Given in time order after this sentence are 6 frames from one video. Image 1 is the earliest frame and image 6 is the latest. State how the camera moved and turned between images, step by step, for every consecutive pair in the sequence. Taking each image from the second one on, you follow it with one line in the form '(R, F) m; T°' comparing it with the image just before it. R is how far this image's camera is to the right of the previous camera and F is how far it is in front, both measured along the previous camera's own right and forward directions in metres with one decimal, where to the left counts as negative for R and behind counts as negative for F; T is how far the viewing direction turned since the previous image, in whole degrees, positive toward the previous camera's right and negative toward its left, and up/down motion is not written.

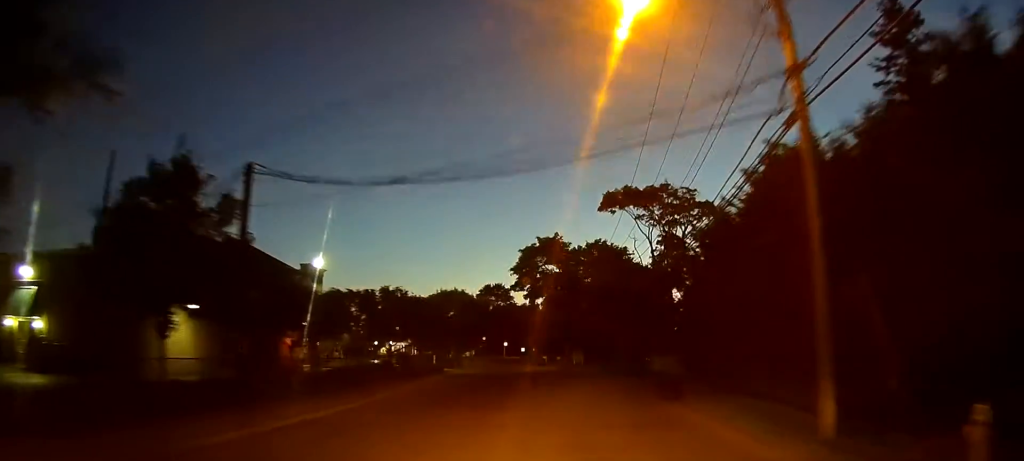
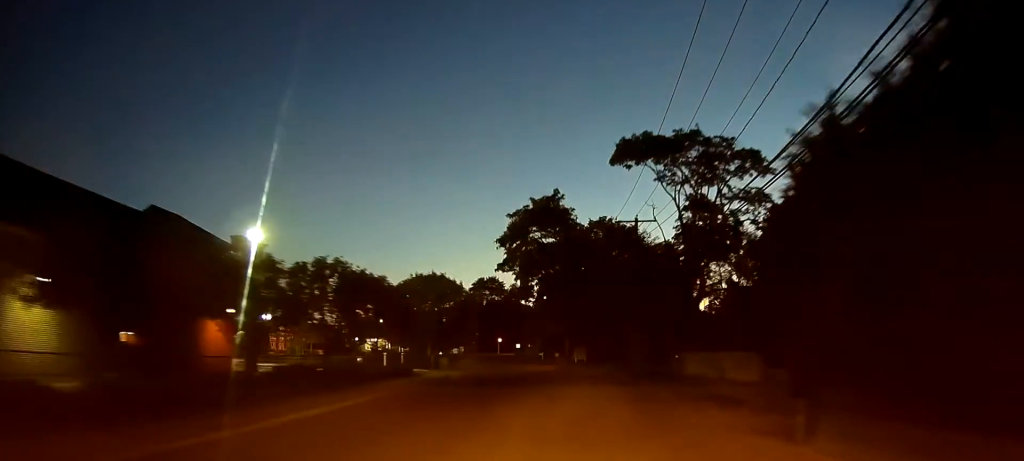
(+0.1, +11.8) m; 0°
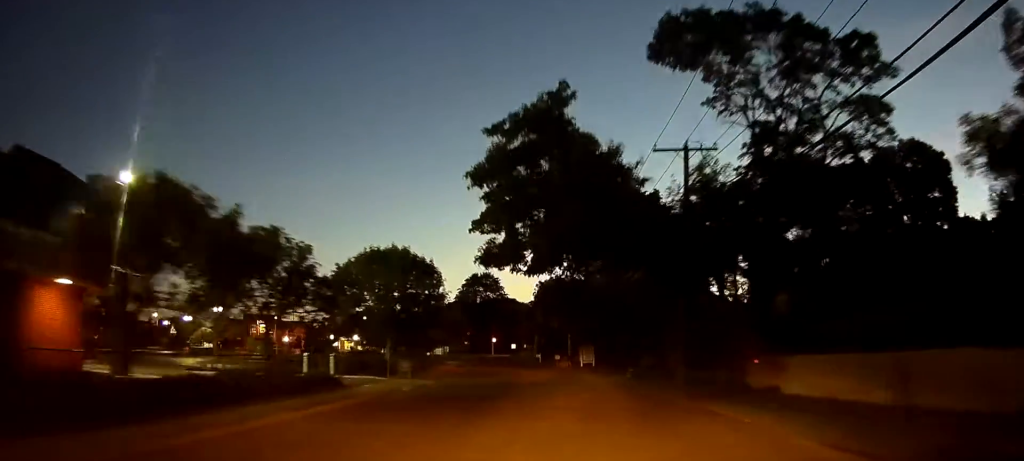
(0.0, +14.9) m; -1°
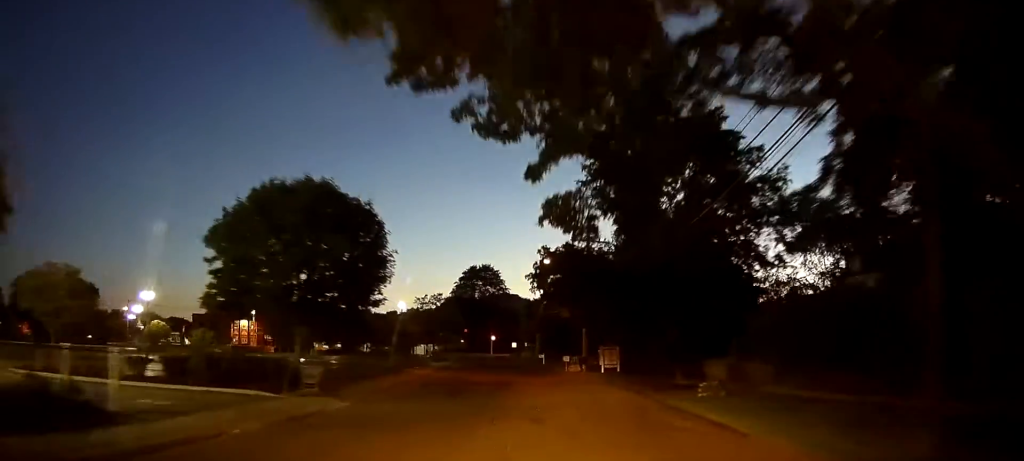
(-0.2, +16.9) m; -3°
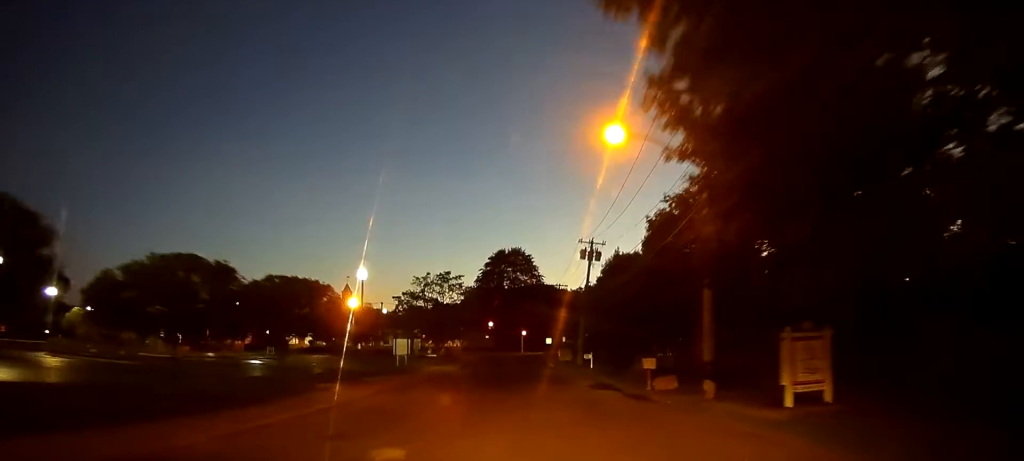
(-0.6, +26.2) m; -1°
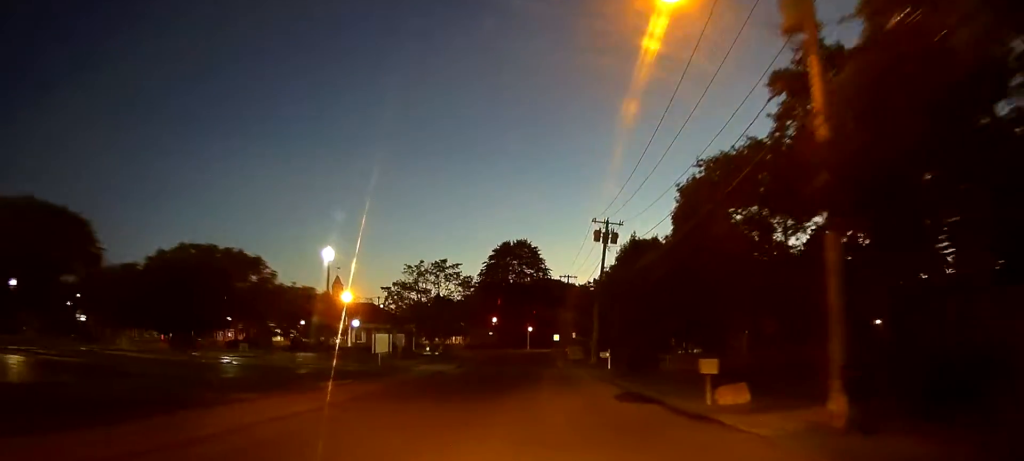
(0.0, +8.4) m; 0°
